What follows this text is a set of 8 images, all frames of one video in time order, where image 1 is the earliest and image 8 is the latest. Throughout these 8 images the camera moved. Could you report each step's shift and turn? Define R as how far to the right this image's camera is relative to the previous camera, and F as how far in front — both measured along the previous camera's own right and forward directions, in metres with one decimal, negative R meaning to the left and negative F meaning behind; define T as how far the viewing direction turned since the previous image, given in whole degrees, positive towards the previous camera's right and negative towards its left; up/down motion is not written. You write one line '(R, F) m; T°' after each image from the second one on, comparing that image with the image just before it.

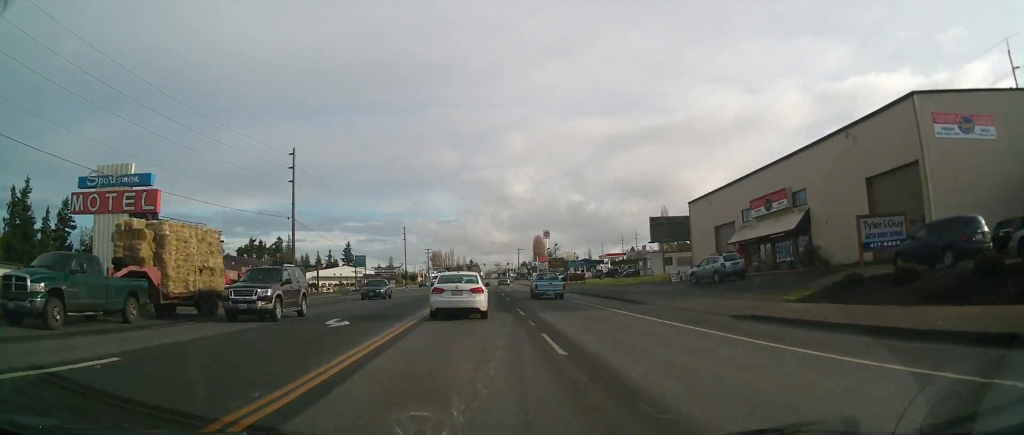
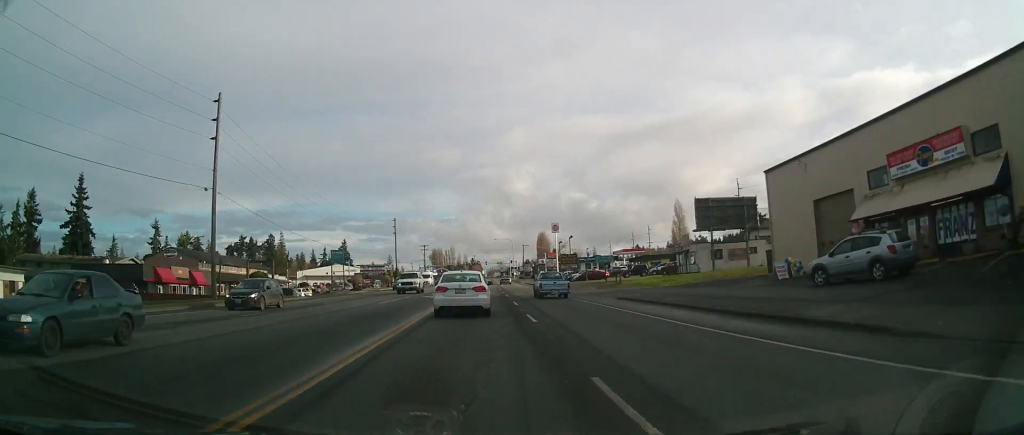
(-0.5, +17.8) m; +2°
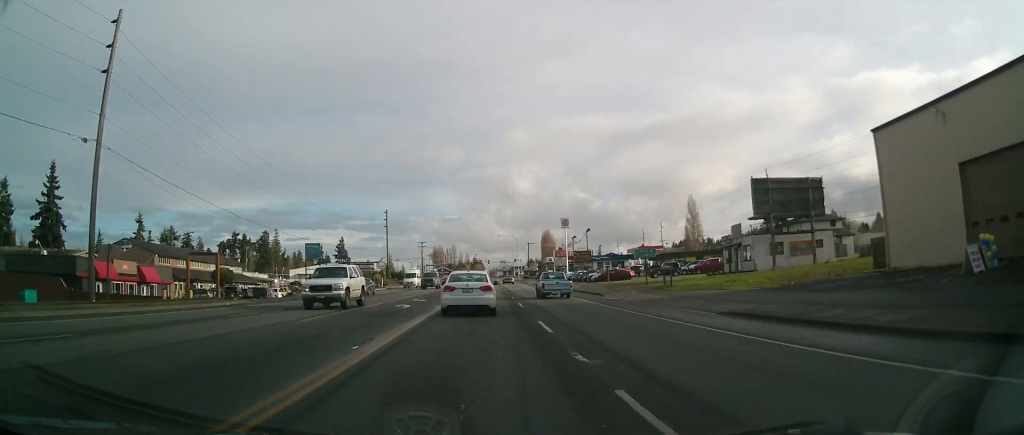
(+0.9, +13.9) m; 0°
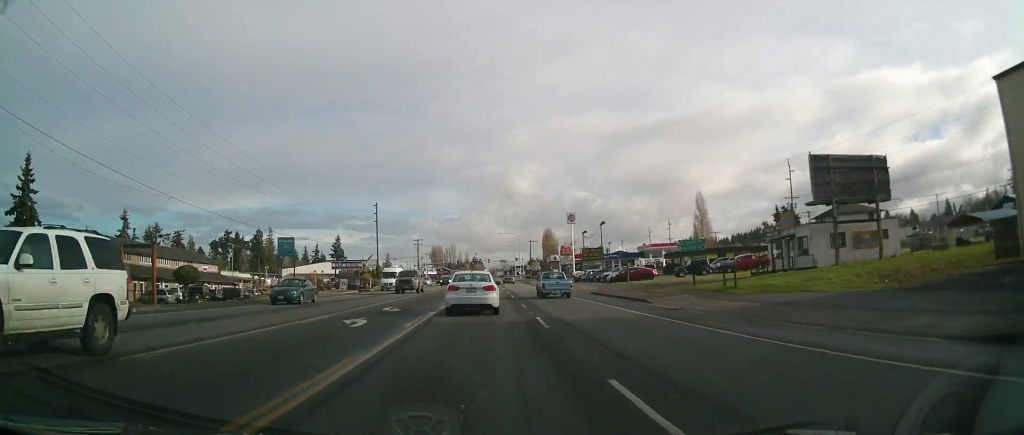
(-0.4, +10.3) m; -1°
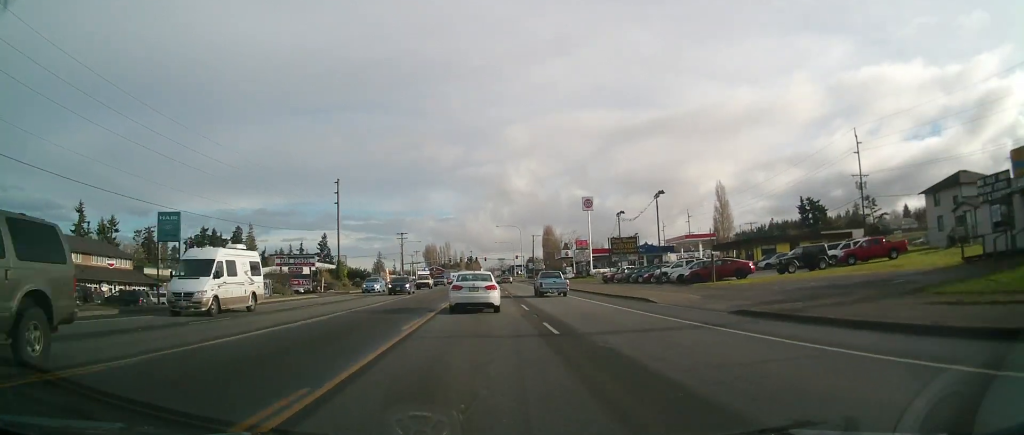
(-0.2, +25.2) m; +1°
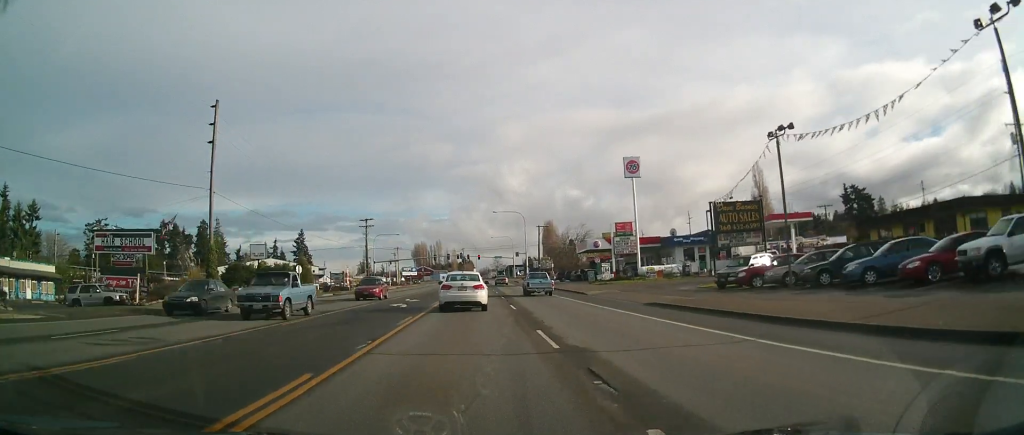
(+1.1, +36.1) m; +2°
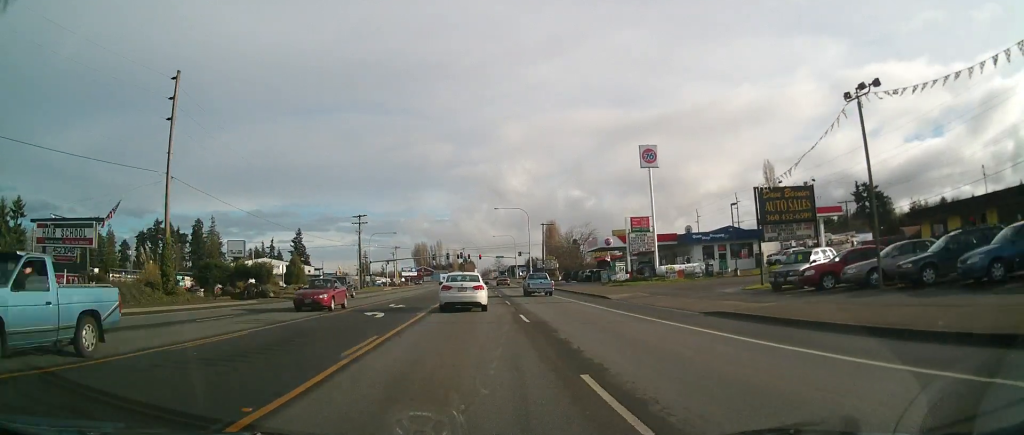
(-0.2, +6.6) m; -1°
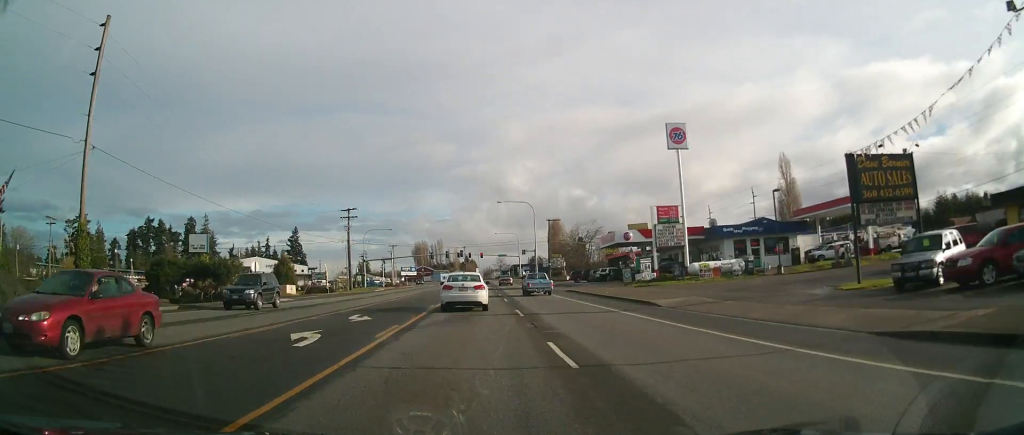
(-0.1, +9.1) m; -1°
